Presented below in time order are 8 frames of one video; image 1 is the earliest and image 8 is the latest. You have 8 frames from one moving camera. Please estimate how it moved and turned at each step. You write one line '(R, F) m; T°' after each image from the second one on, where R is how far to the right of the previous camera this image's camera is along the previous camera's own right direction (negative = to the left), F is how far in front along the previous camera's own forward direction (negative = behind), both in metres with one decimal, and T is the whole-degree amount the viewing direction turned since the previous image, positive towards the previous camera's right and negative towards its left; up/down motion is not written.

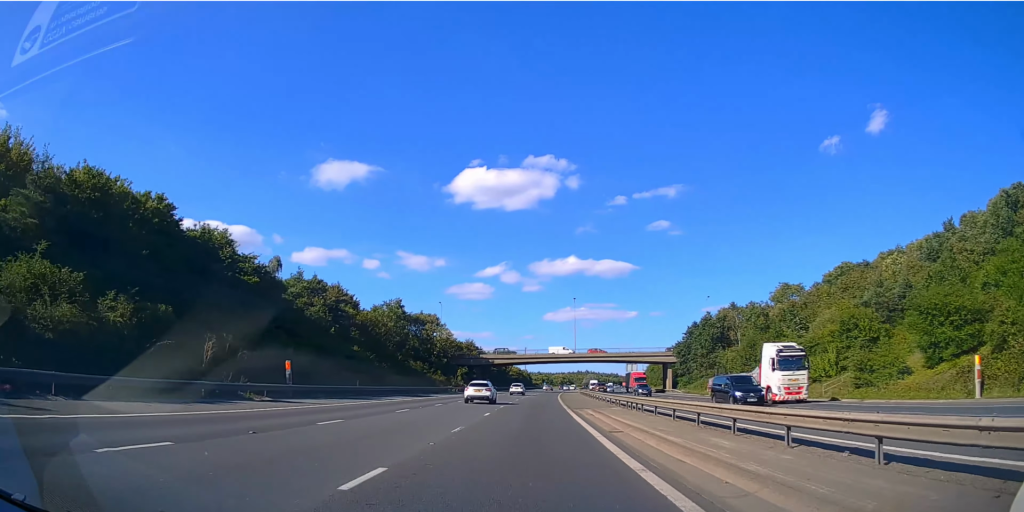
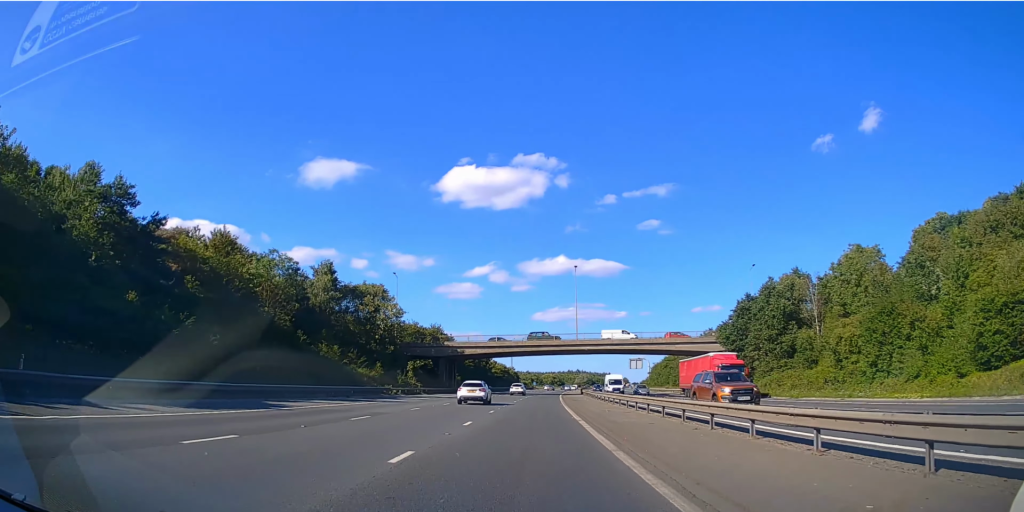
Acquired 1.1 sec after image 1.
(+0.5, +32.8) m; +1°
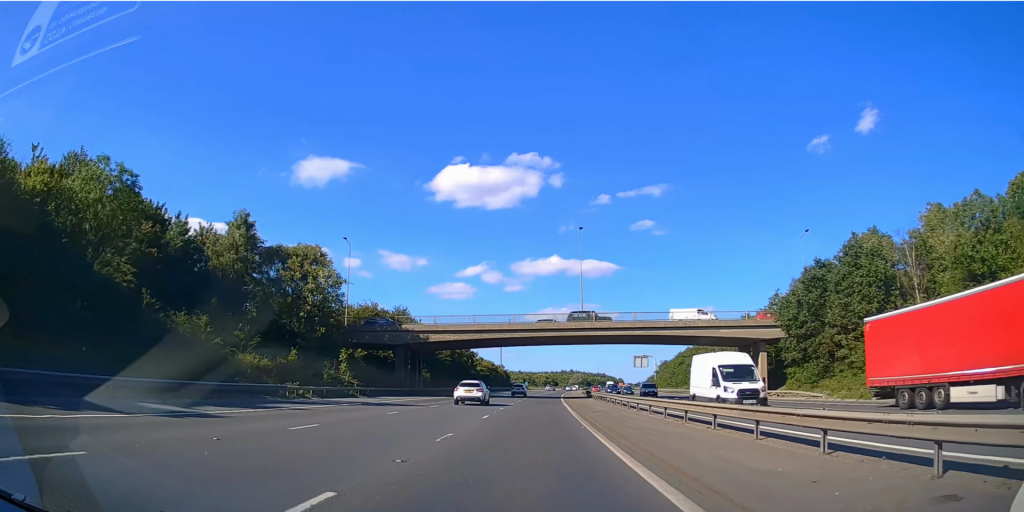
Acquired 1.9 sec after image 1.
(+0.2, +22.9) m; +1°
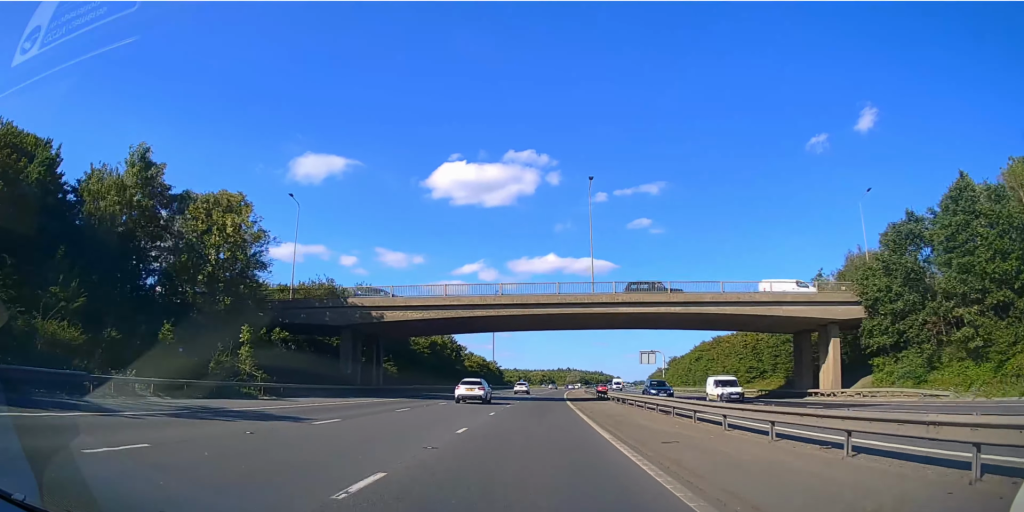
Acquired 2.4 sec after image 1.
(+0.1, +16.9) m; 0°
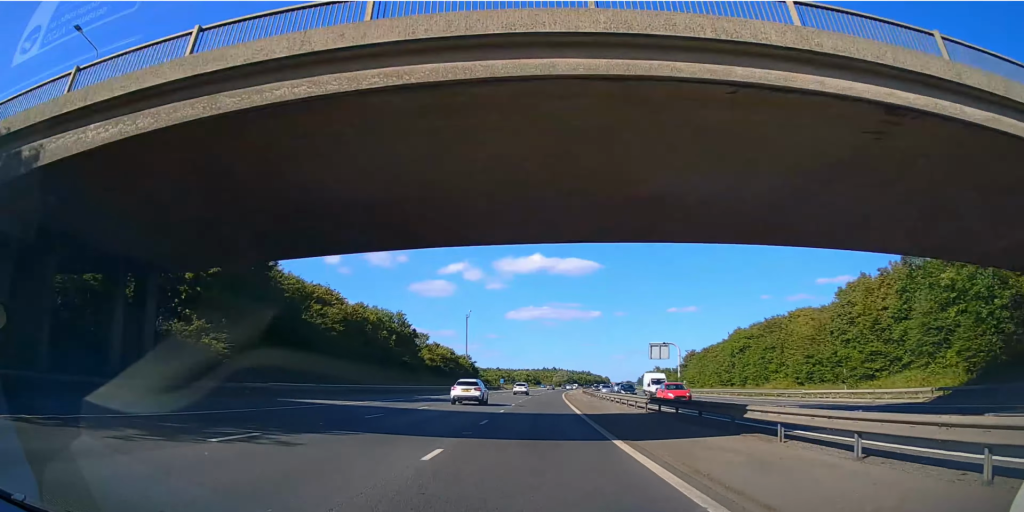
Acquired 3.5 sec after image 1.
(0.0, +32.9) m; +1°
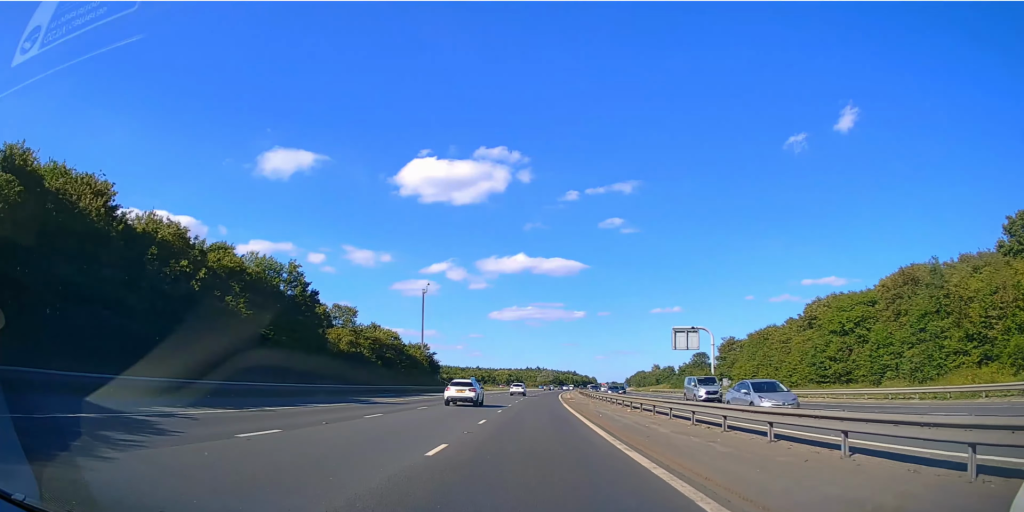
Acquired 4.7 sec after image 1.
(+0.6, +34.6) m; +2°
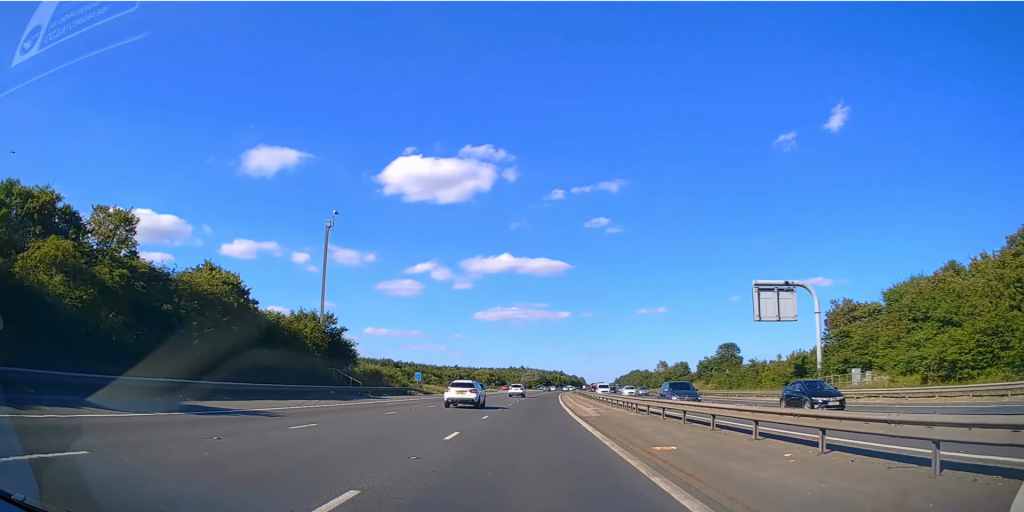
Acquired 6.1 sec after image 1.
(+0.6, +41.6) m; +2°
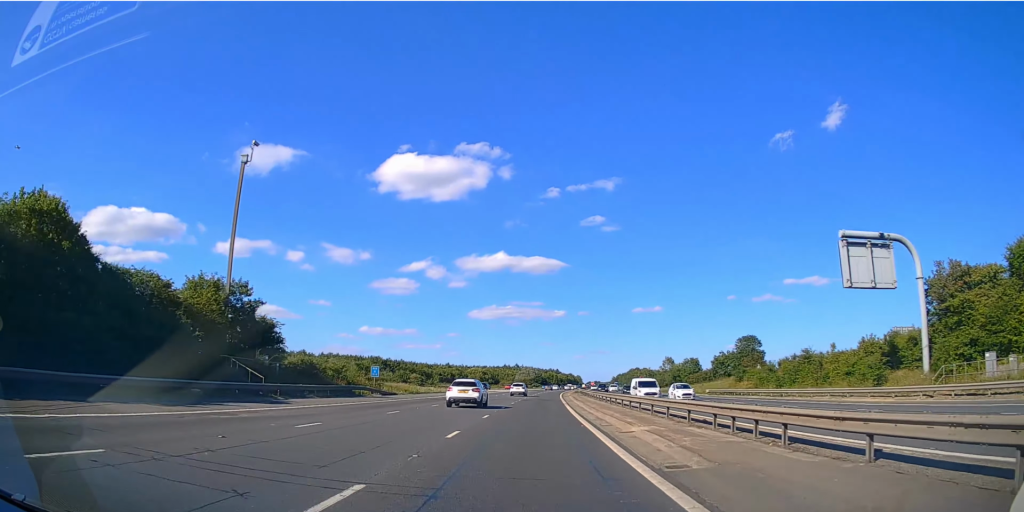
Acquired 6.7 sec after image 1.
(+0.1, +17.9) m; +1°
